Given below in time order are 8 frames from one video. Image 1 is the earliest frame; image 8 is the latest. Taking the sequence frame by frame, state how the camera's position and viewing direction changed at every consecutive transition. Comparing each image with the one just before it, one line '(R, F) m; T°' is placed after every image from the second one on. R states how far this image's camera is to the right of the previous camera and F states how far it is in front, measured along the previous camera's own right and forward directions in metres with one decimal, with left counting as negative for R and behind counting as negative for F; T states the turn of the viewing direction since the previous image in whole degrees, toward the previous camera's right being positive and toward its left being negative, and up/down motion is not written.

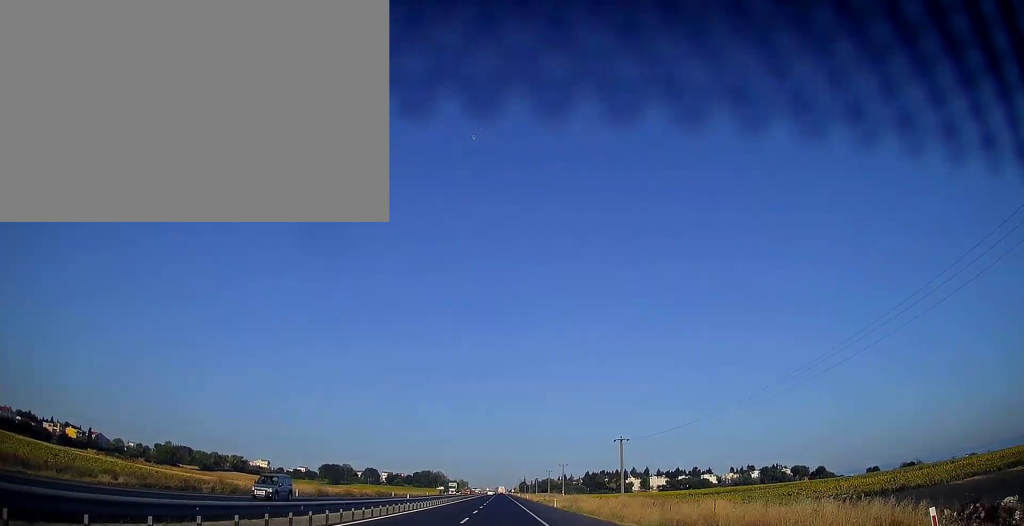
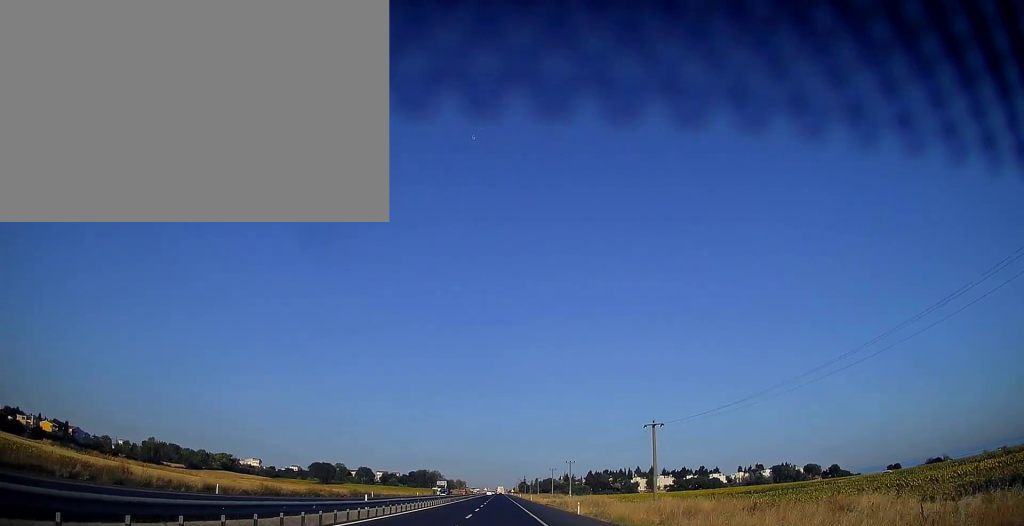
(-0.1, +18.7) m; 0°
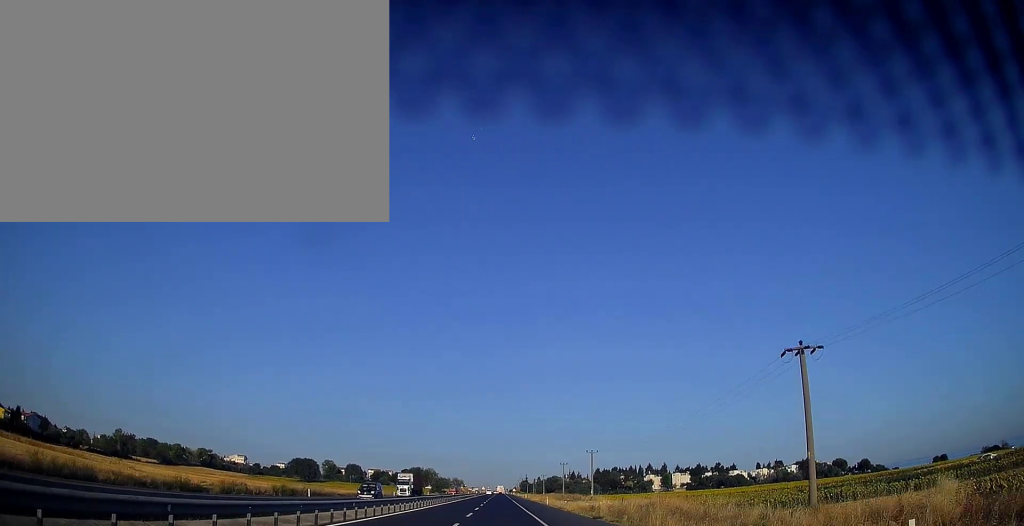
(+0.1, +34.4) m; +1°
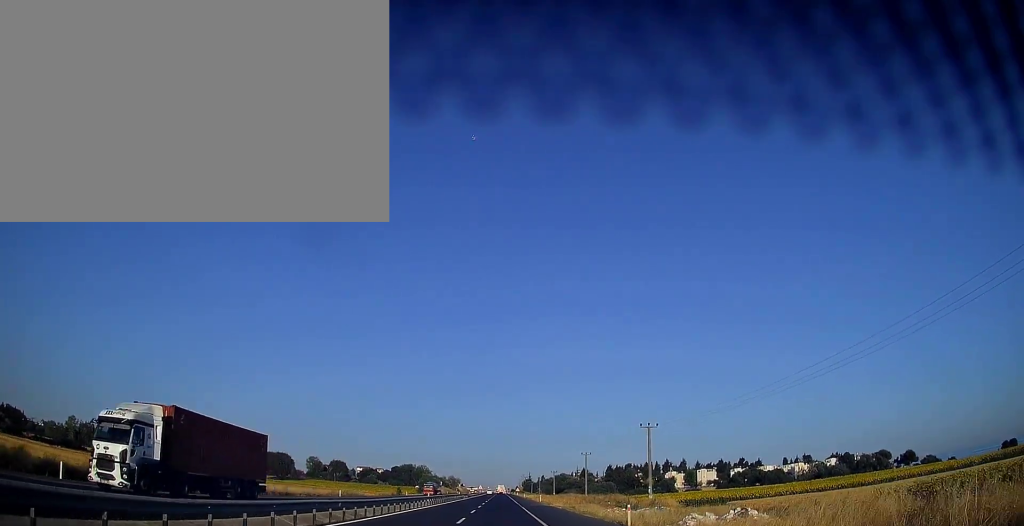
(+0.3, +42.3) m; 0°
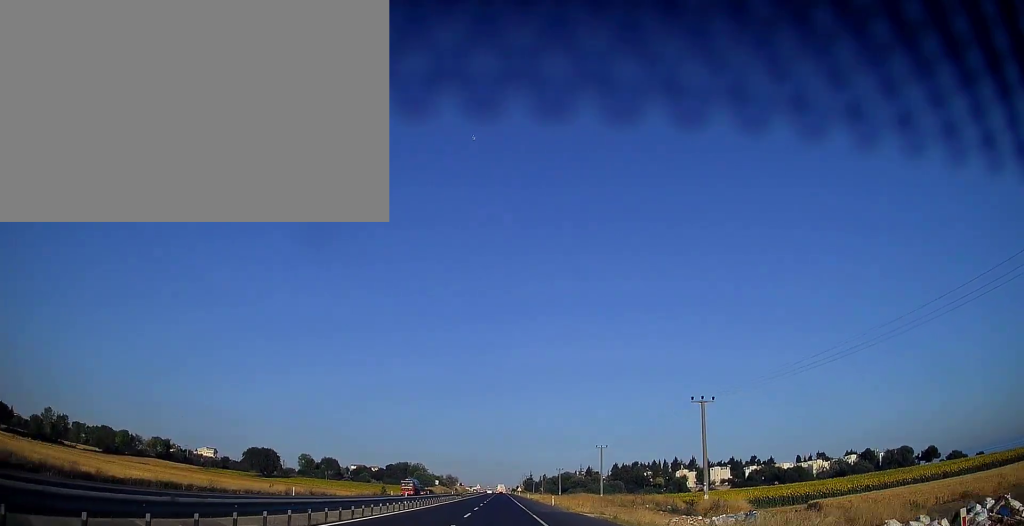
(-0.2, +18.7) m; -1°
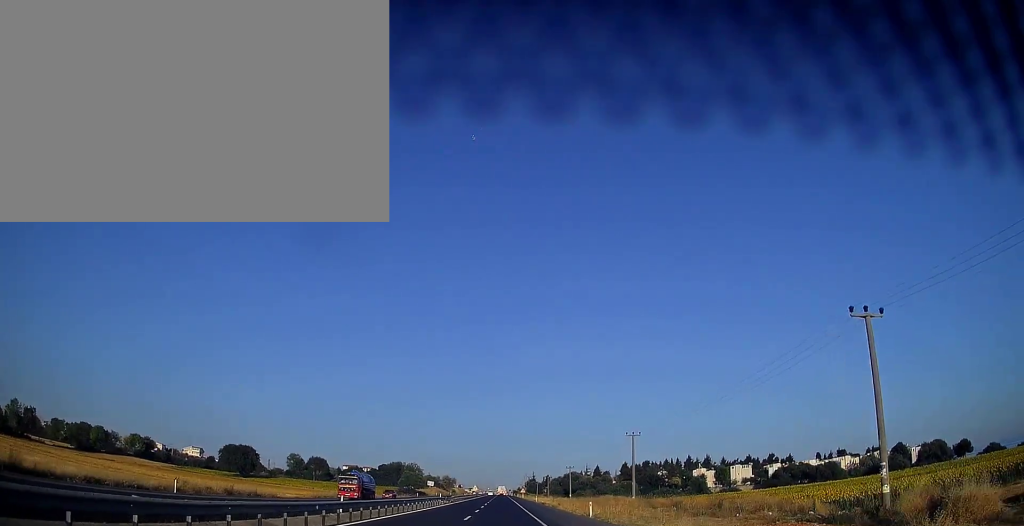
(0.0, +24.6) m; 0°
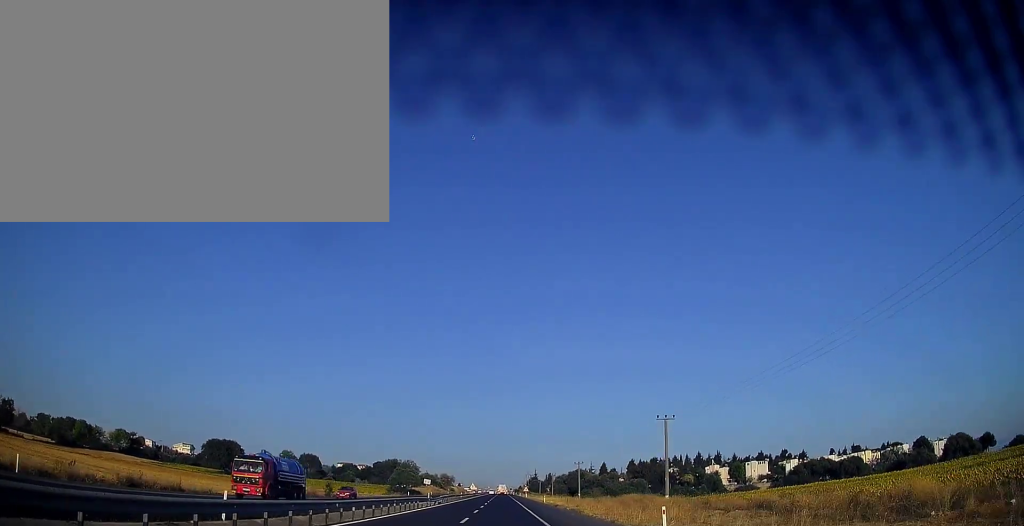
(0.0, +15.7) m; 0°
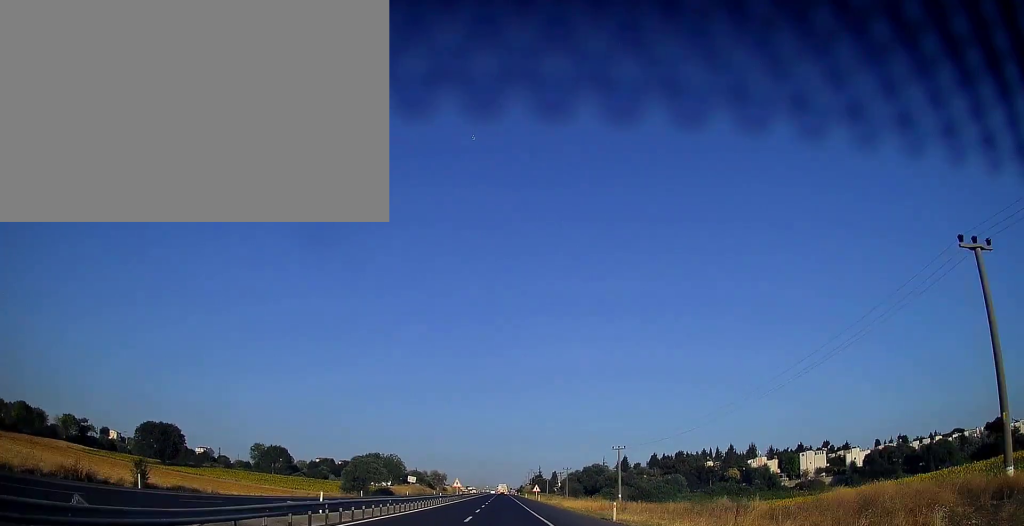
(0.0, +45.0) m; 0°
